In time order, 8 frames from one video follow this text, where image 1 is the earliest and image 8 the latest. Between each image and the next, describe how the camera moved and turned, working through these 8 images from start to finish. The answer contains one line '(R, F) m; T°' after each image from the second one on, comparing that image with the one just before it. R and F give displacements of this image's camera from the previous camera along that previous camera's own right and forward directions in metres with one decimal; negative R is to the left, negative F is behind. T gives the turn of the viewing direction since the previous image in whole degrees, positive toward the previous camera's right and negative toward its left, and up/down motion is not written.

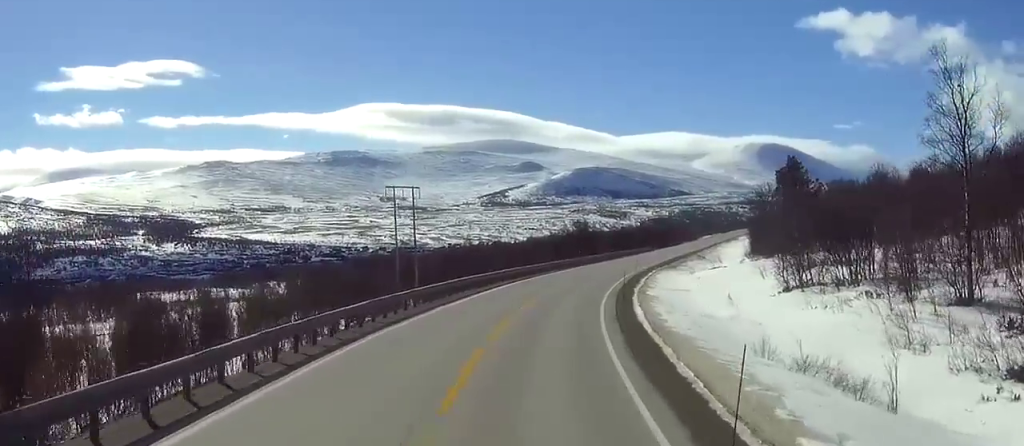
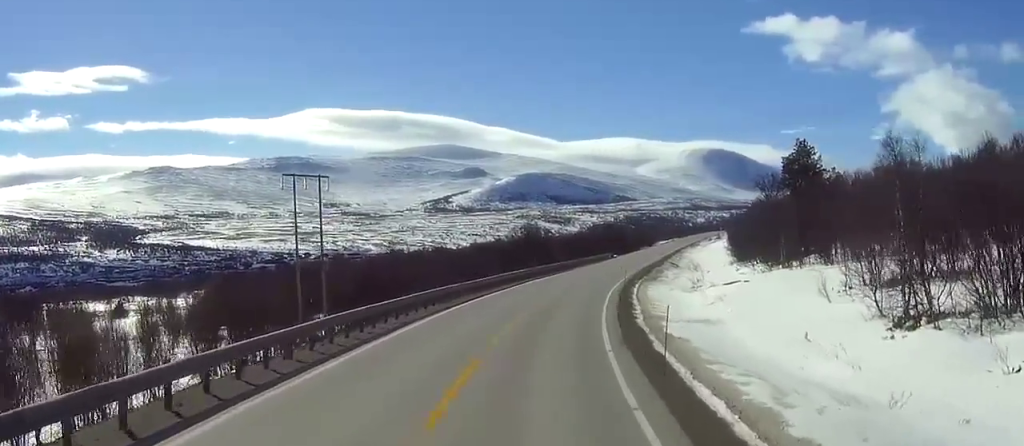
(+0.5, +24.1) m; +4°
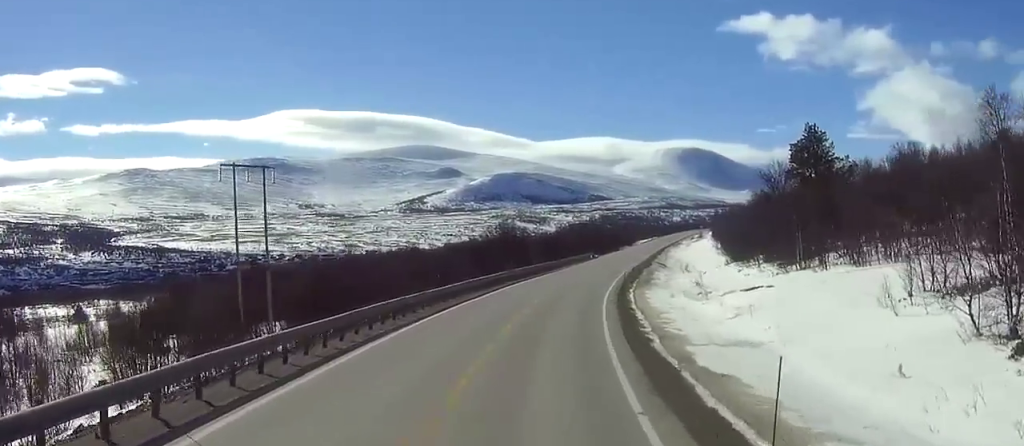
(+0.3, +10.5) m; +2°
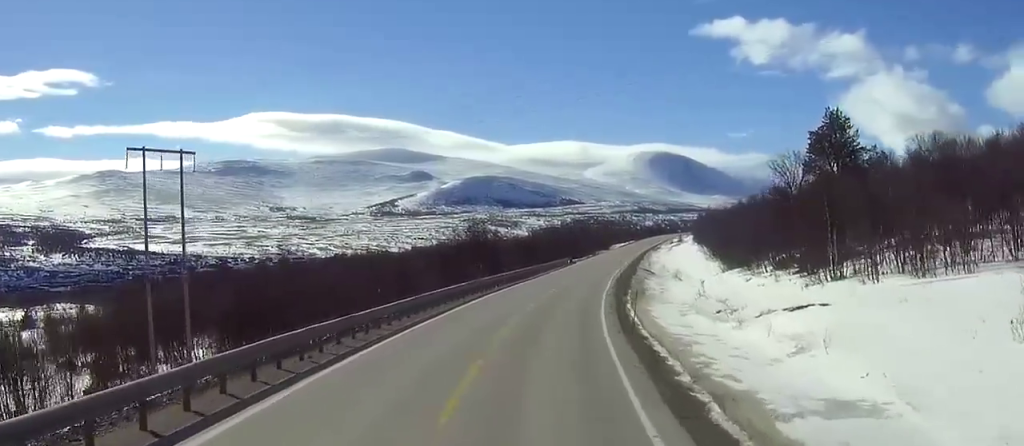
(+0.3, +12.5) m; +2°
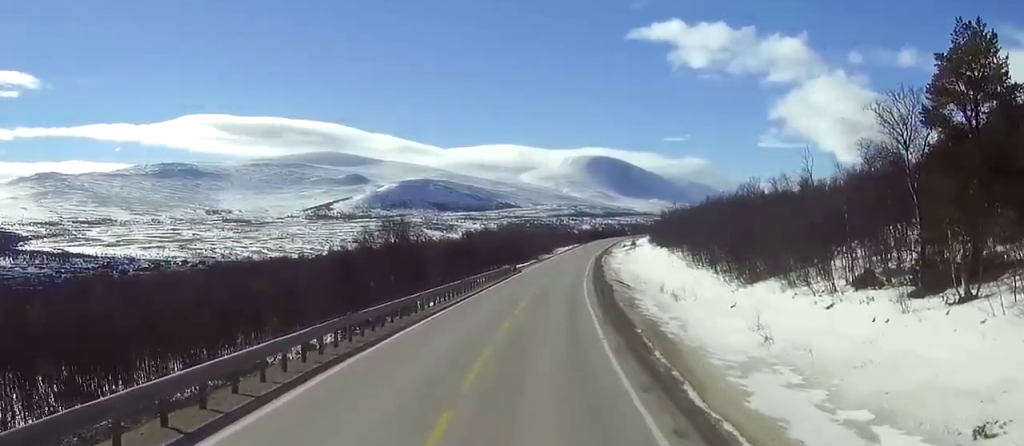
(+0.6, +31.2) m; +2°
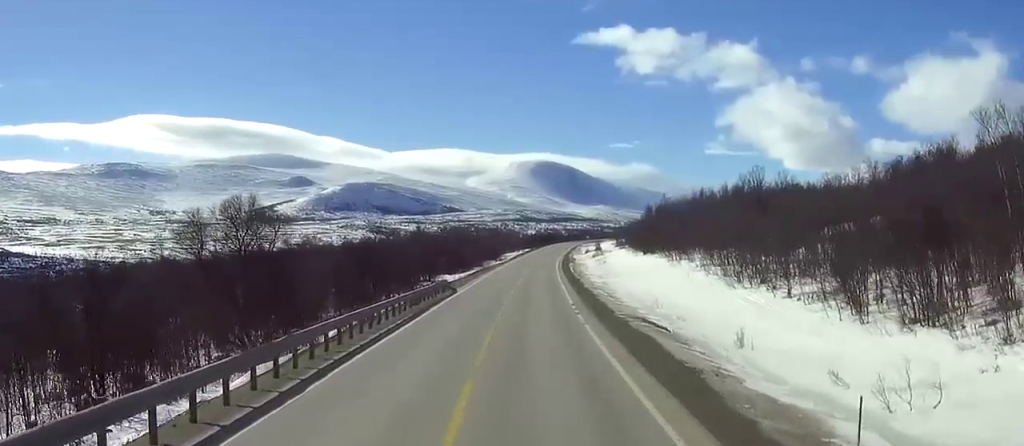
(+1.0, +43.7) m; +4°
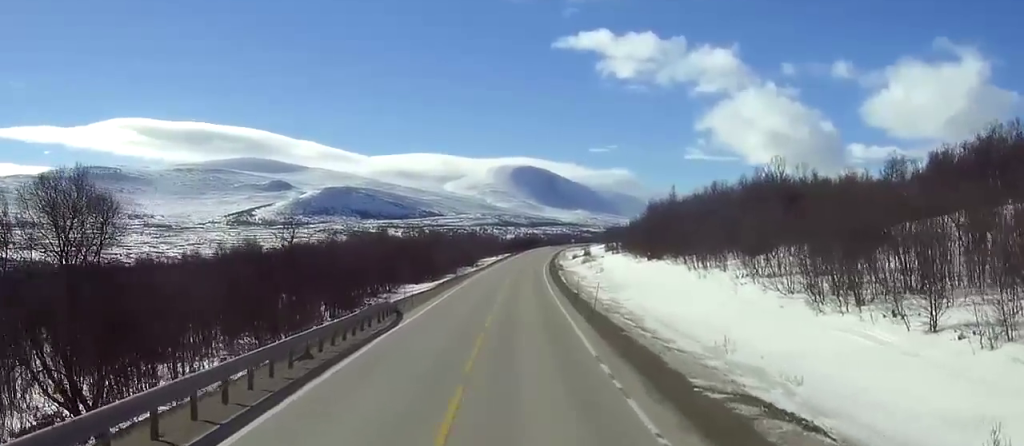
(+0.4, +23.9) m; +1°
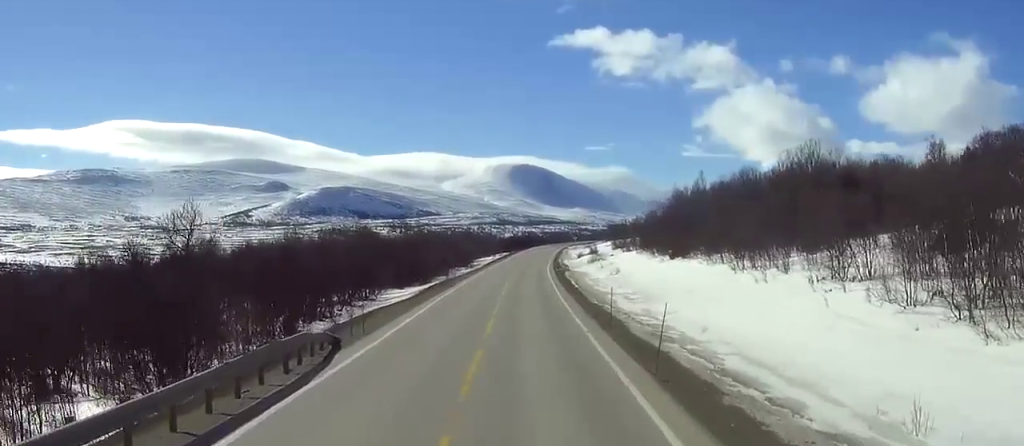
(0.0, +17.7) m; 0°
